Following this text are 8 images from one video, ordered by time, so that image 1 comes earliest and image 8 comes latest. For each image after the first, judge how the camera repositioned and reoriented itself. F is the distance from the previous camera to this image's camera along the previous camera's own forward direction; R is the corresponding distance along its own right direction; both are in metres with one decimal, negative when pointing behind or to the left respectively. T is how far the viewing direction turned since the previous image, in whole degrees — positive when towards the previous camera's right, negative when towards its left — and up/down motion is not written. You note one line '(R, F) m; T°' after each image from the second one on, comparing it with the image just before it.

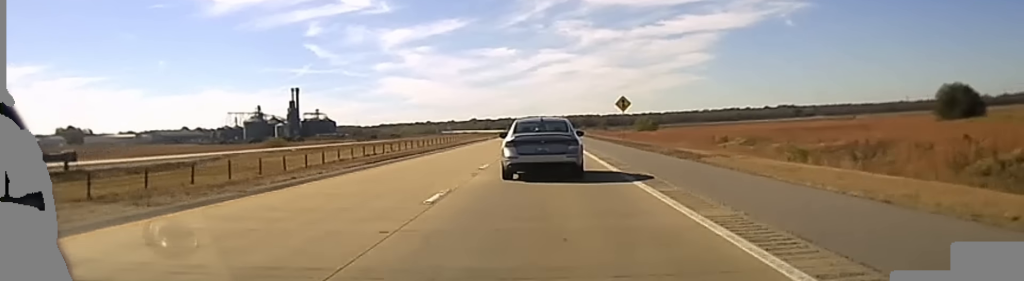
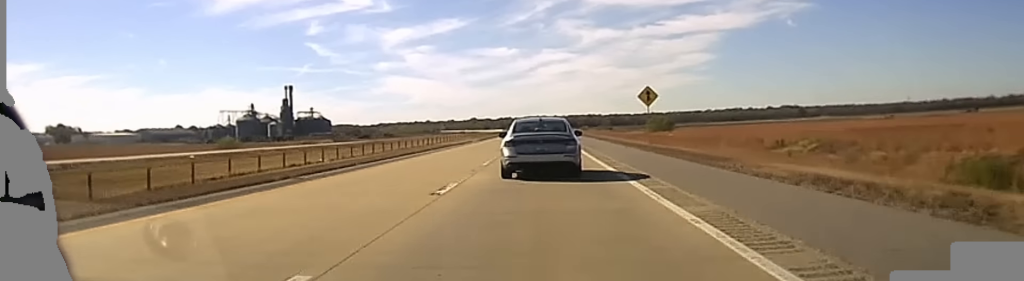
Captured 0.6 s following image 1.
(0.0, +22.1) m; 0°
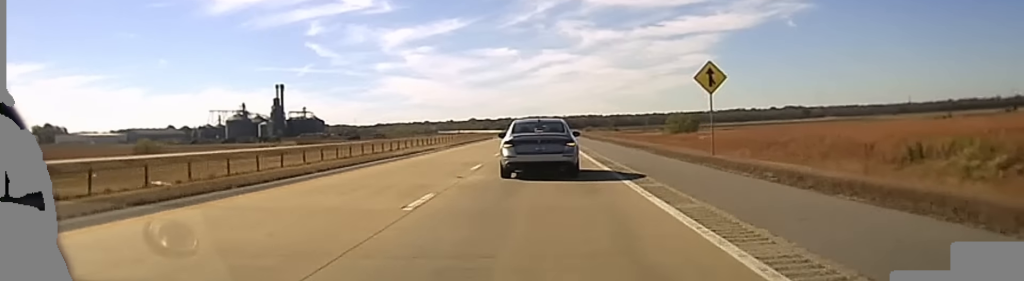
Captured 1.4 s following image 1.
(0.0, +26.7) m; 0°
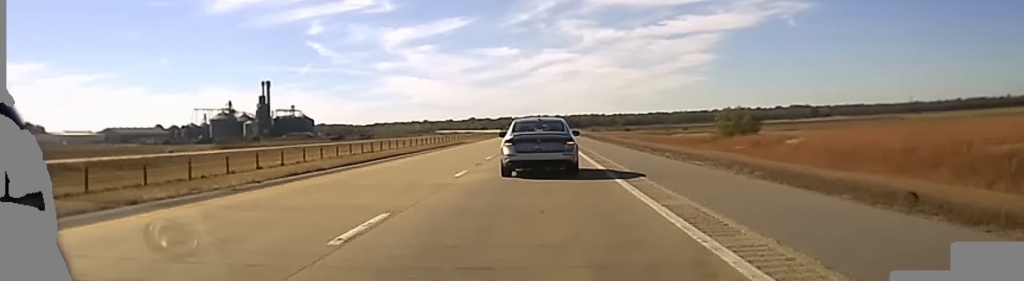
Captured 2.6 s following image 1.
(+0.1, +41.7) m; 0°
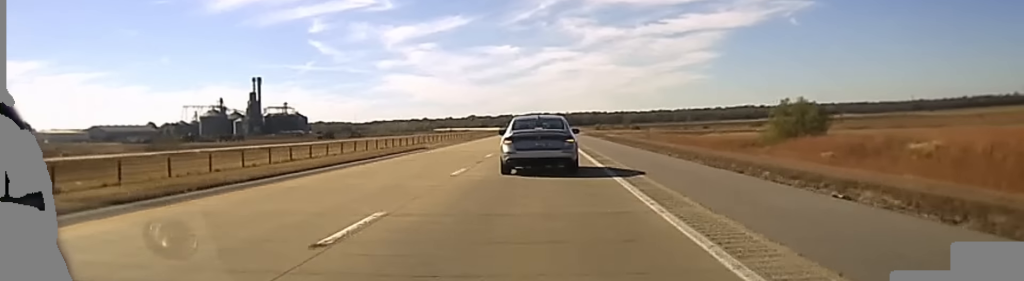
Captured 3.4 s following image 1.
(0.0, +26.1) m; 0°
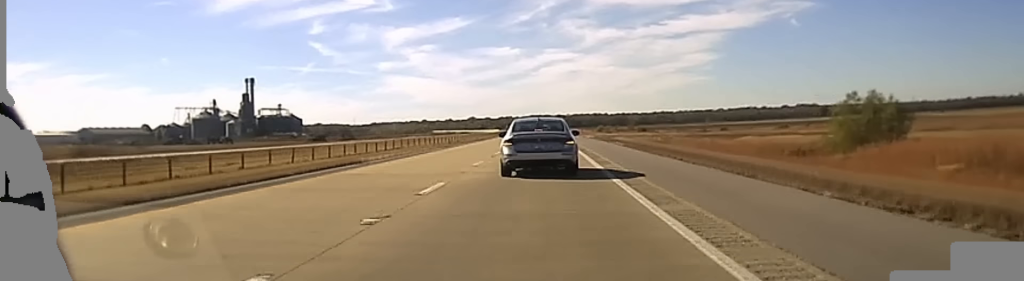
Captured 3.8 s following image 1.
(0.0, +15.4) m; 0°
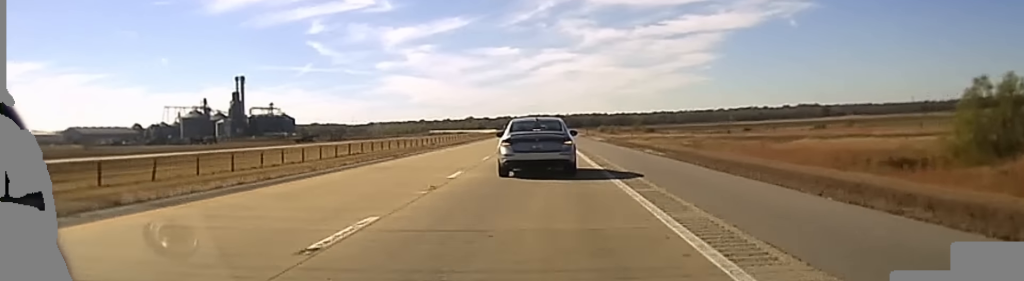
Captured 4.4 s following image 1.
(0.0, +19.5) m; 0°
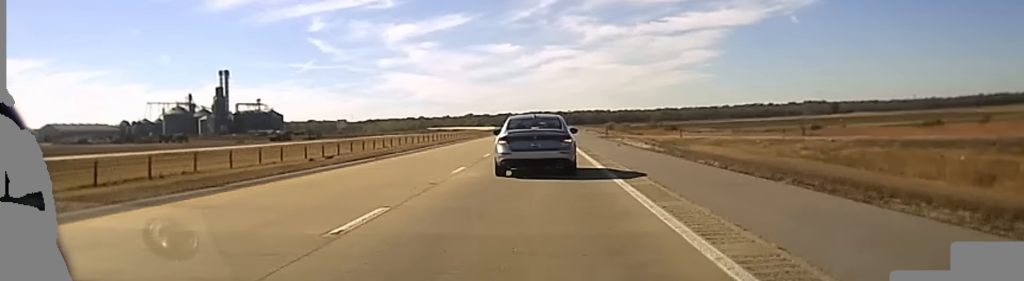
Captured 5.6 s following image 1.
(-0.2, +35.3) m; -1°
